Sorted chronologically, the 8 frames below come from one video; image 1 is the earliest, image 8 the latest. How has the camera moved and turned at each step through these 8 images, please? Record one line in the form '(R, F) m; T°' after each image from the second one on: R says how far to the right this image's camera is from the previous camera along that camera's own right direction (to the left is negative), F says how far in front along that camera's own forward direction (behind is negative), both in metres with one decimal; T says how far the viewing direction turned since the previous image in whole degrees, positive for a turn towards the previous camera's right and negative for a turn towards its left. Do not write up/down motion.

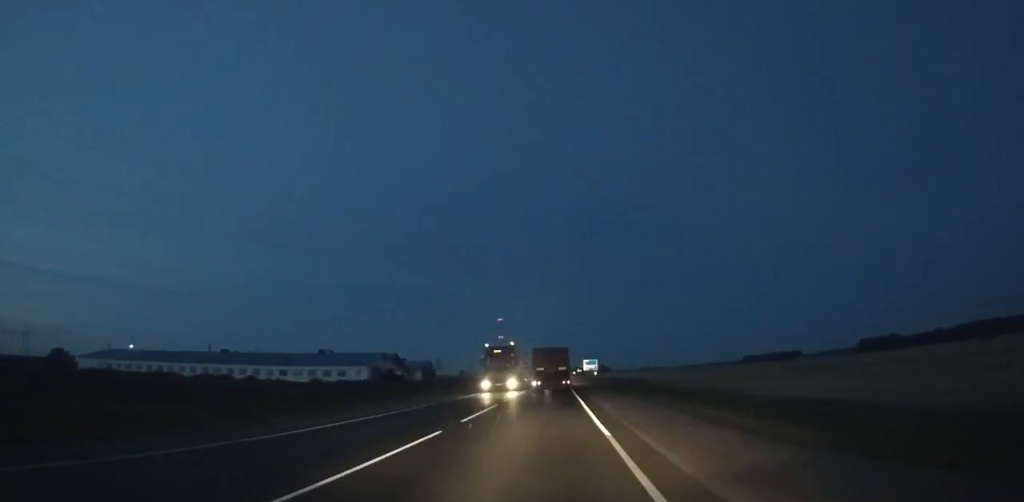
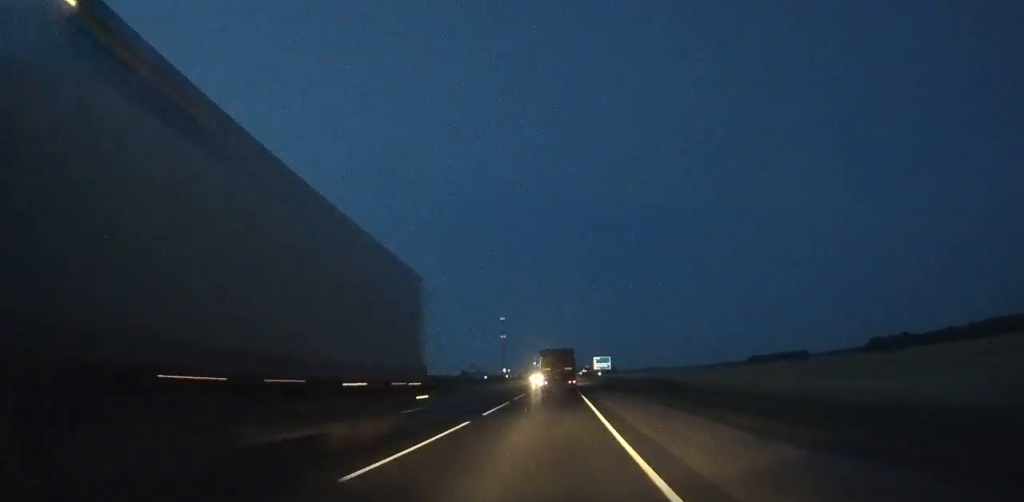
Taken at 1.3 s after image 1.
(0.0, +21.2) m; 0°
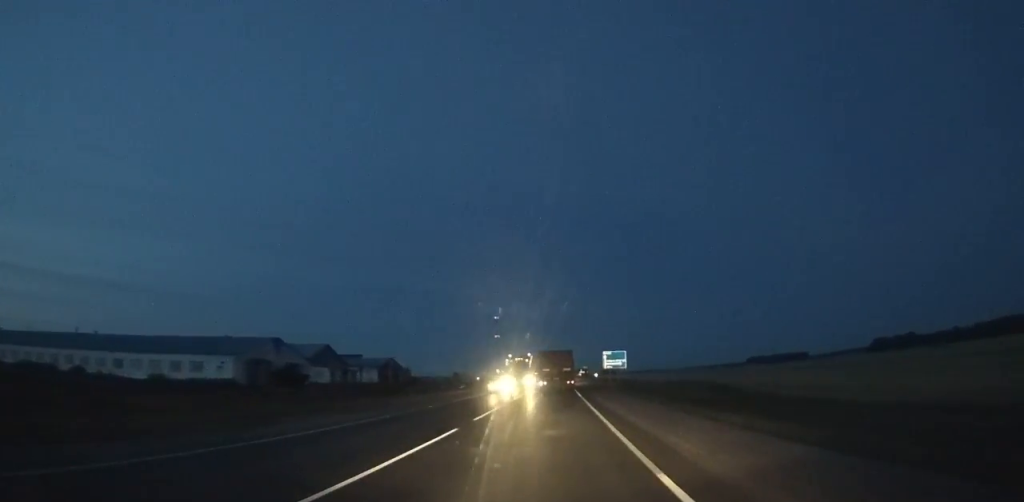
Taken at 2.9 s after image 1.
(0.0, +26.1) m; 0°
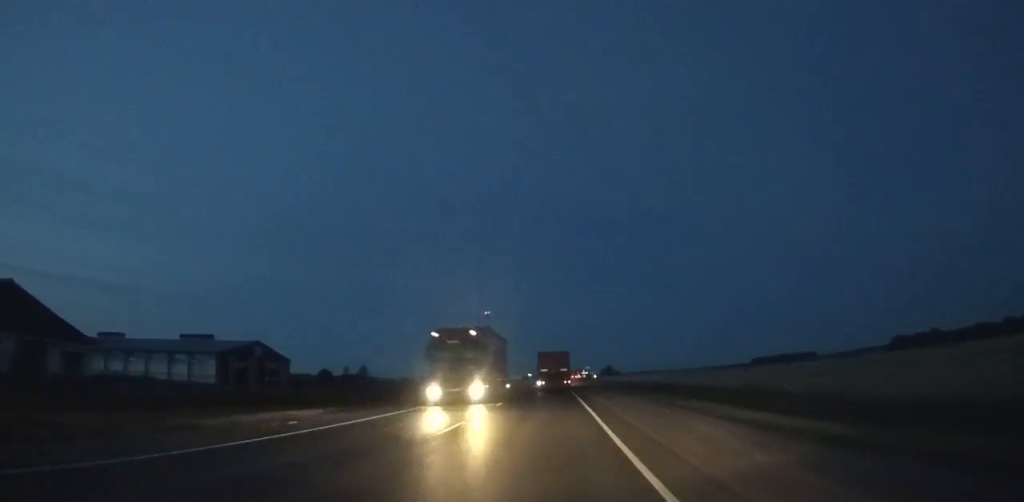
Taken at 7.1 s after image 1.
(-0.2, +69.2) m; 0°
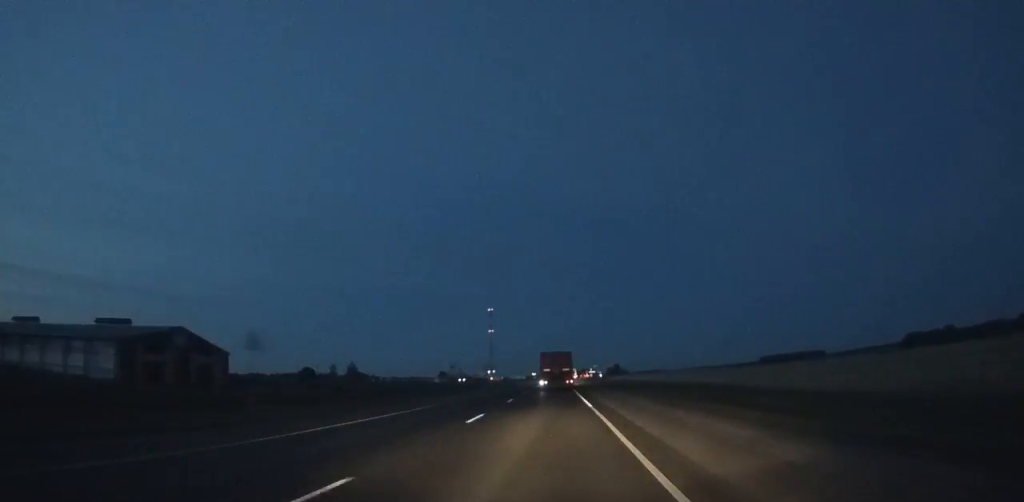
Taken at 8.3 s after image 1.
(-0.1, +19.8) m; 0°
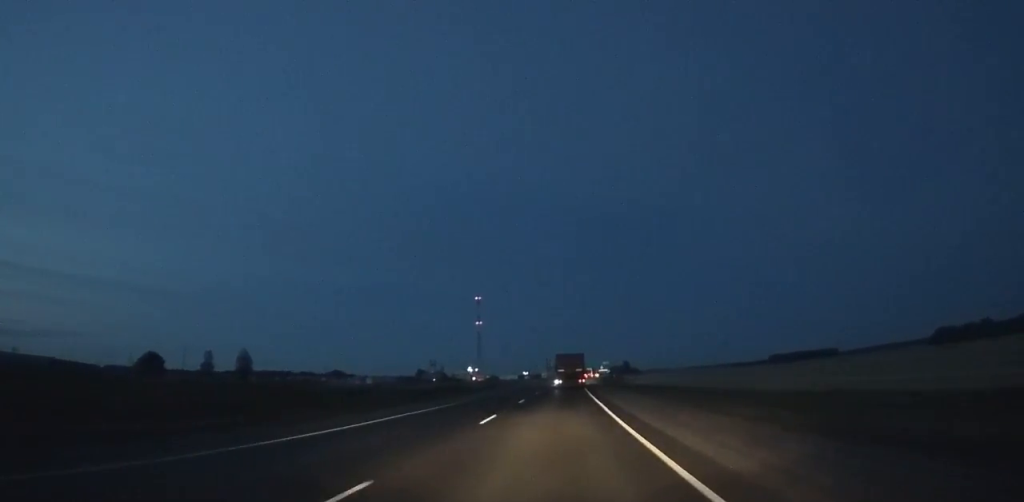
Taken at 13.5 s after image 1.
(+0.2, +84.5) m; 0°
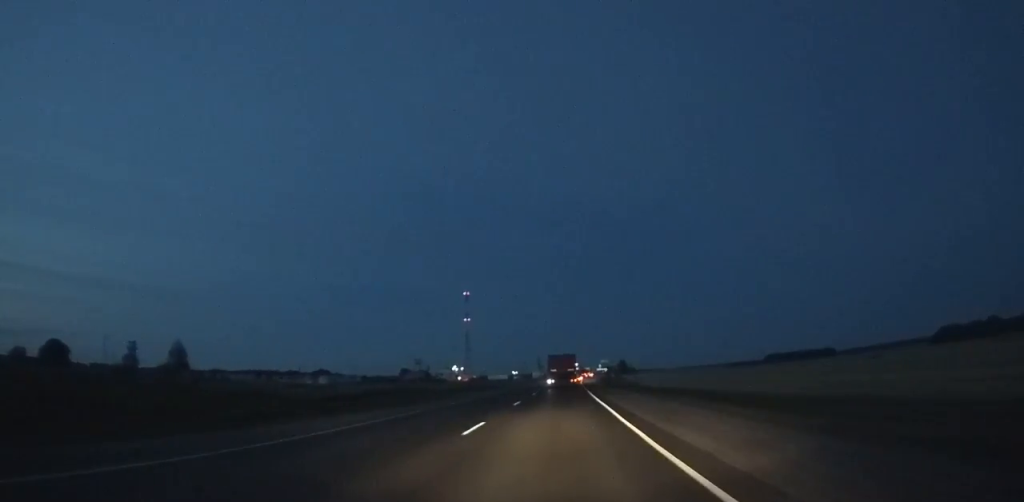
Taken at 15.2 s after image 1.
(0.0, +26.9) m; 0°
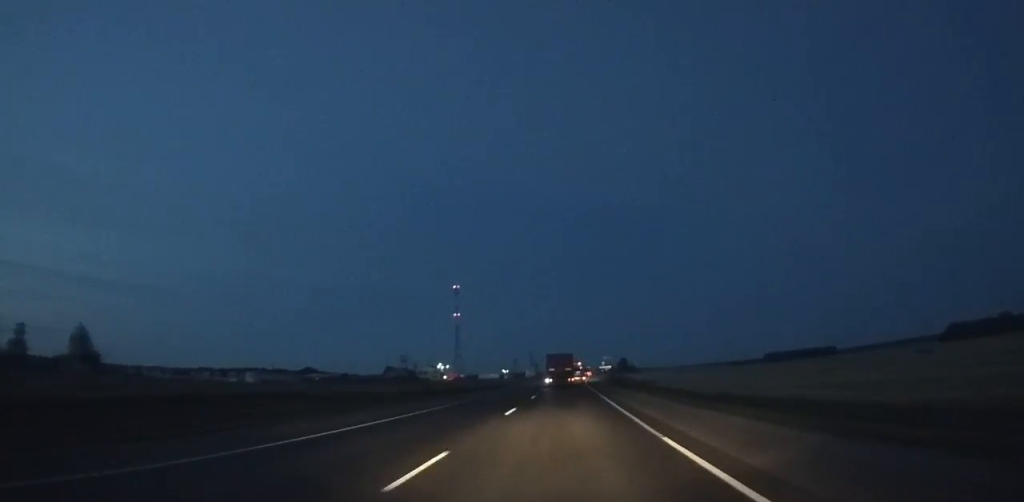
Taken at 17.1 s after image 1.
(0.0, +29.6) m; +1°
